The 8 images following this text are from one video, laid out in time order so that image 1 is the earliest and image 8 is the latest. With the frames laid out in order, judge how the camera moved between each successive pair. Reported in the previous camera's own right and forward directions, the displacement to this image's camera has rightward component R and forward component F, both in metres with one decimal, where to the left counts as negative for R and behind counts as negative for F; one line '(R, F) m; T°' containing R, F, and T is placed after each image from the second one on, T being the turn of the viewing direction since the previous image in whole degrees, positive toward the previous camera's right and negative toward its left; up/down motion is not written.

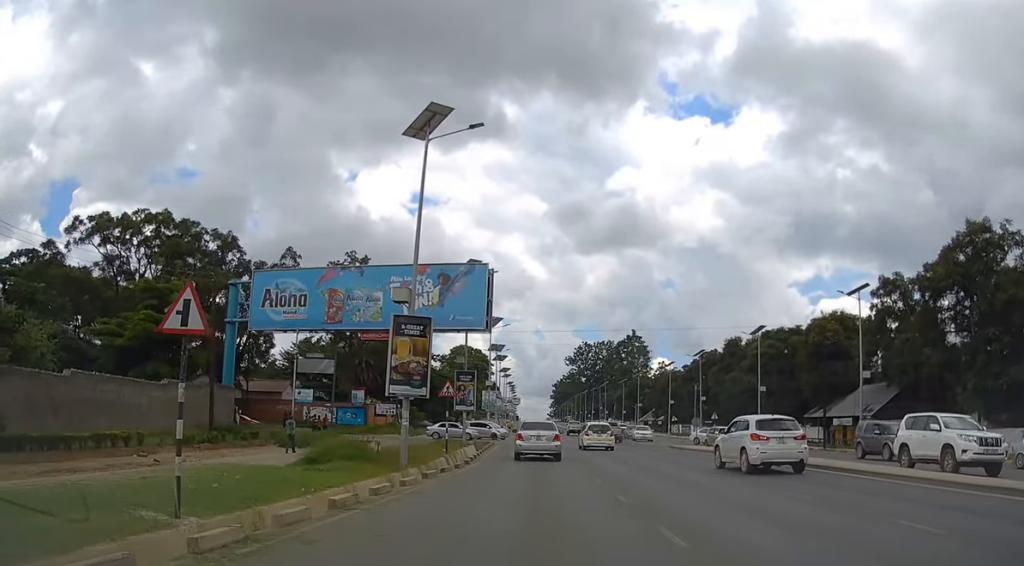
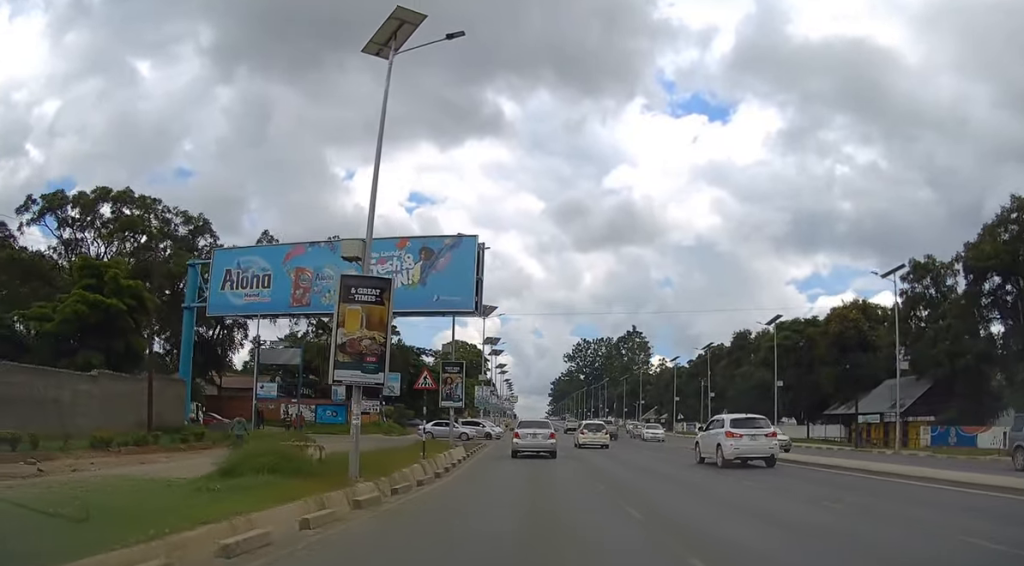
(0.0, +6.3) m; 0°
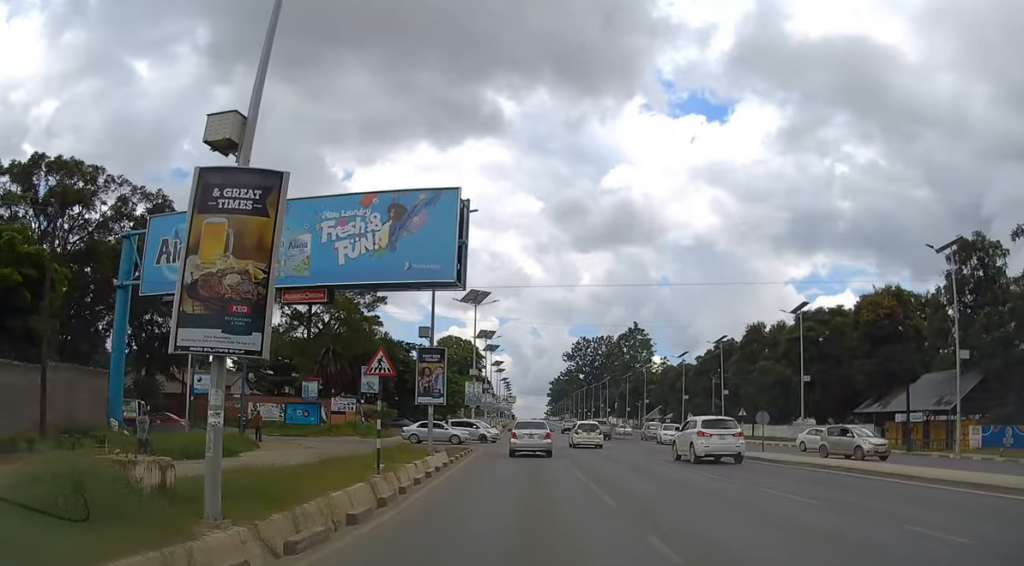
(0.0, +7.8) m; 0°
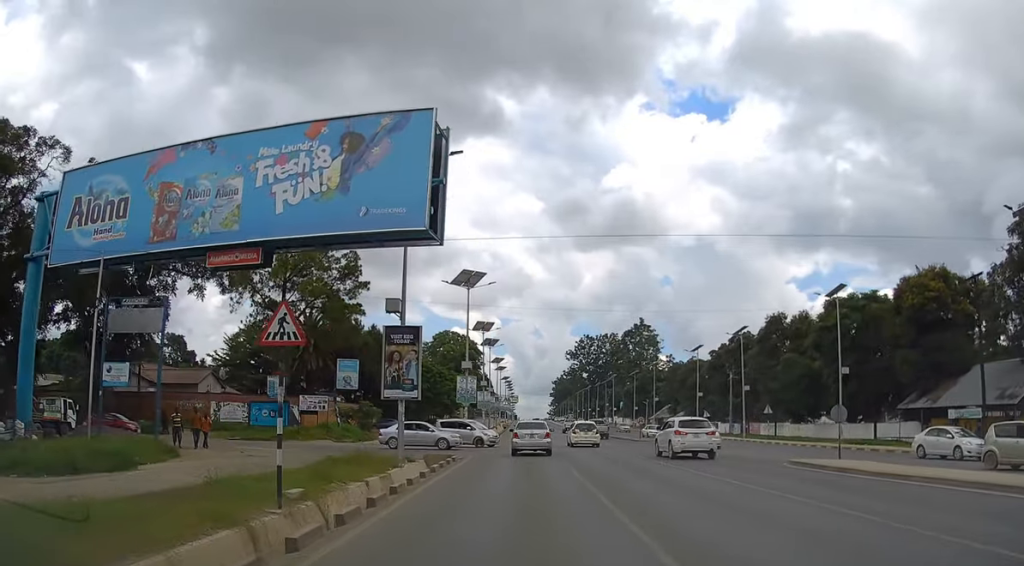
(0.0, +8.0) m; 0°
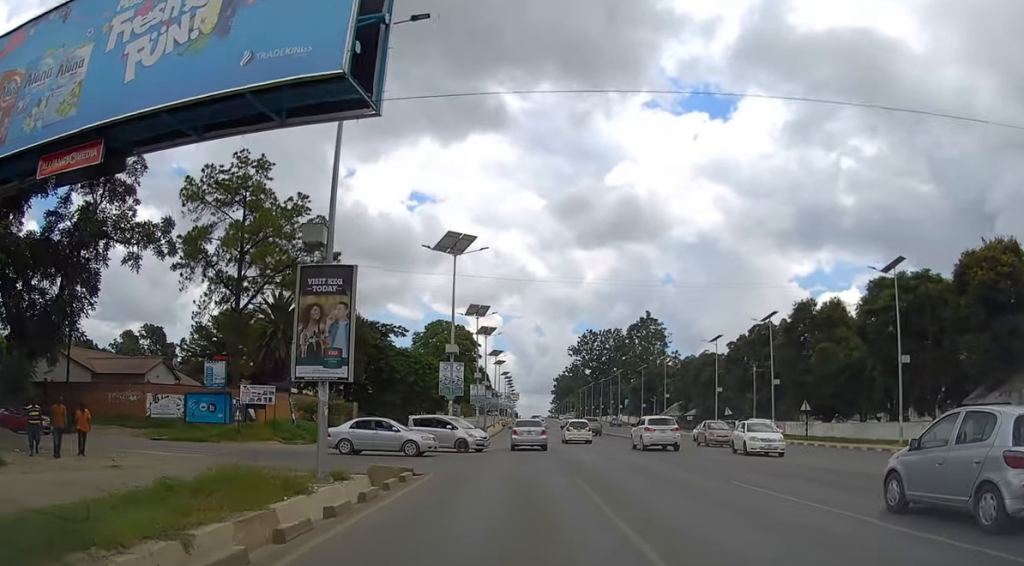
(-0.1, +10.0) m; 0°
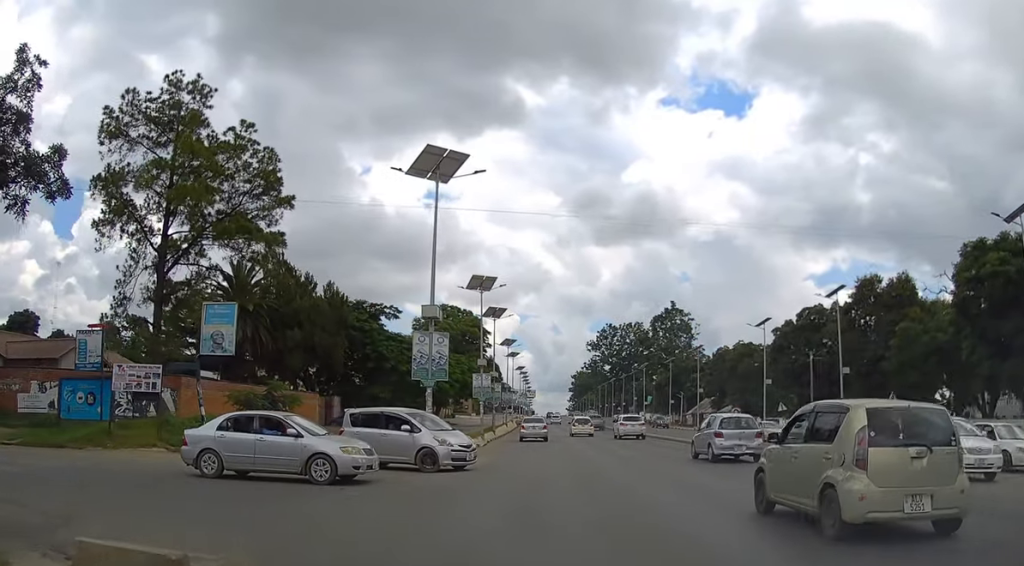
(0.0, +14.2) m; -2°
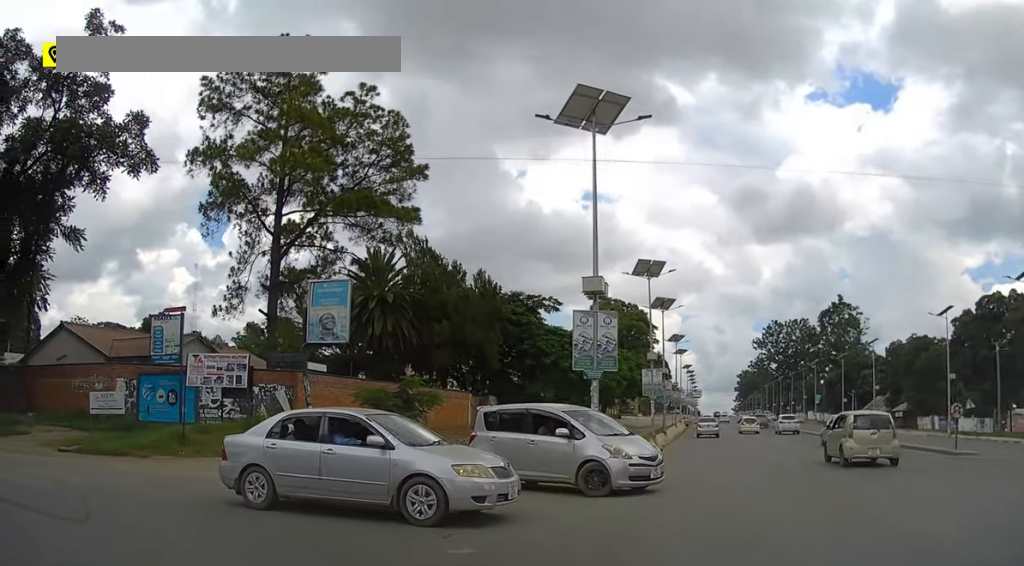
(-0.3, +6.1) m; -14°
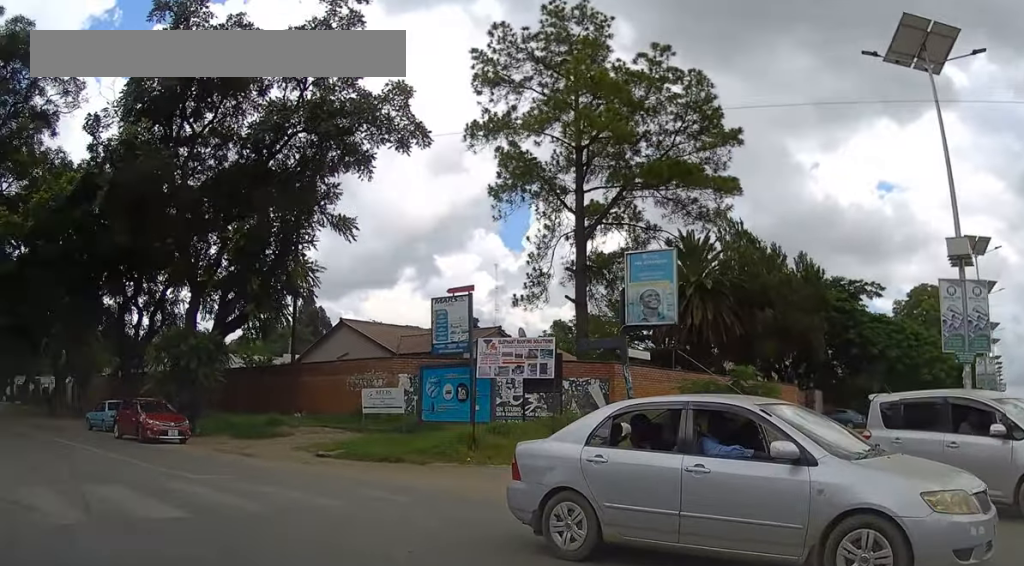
(-0.9, +4.0) m; -29°
